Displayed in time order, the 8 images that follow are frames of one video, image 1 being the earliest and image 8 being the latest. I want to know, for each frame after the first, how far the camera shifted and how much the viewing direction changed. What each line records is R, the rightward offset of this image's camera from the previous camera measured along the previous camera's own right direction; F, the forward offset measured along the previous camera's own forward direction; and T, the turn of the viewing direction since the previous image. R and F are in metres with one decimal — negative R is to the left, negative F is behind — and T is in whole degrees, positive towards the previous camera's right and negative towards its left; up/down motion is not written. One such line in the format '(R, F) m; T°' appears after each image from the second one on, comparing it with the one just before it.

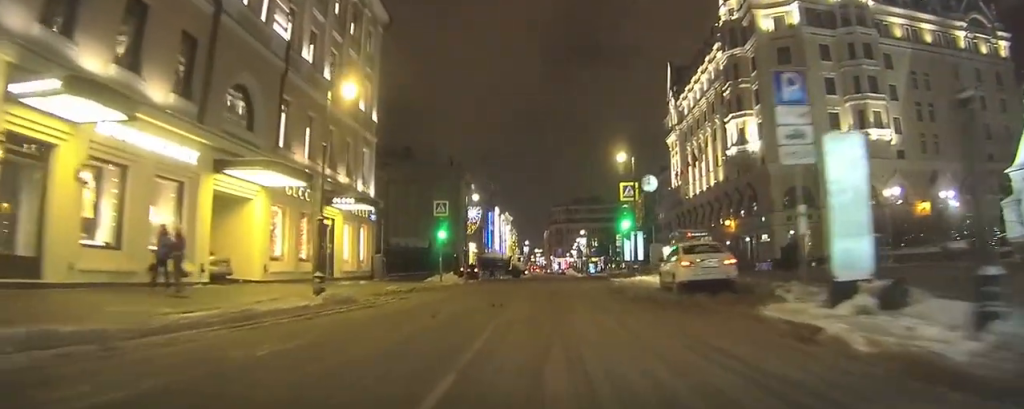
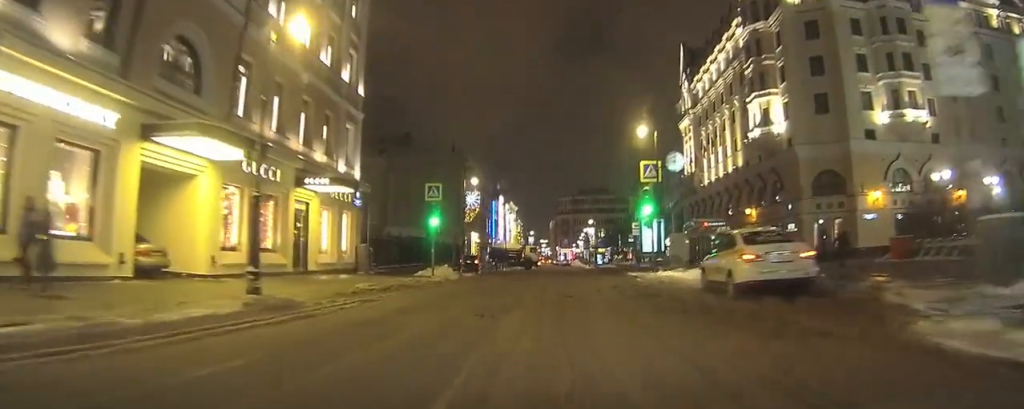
(+0.1, +3.9) m; +1°
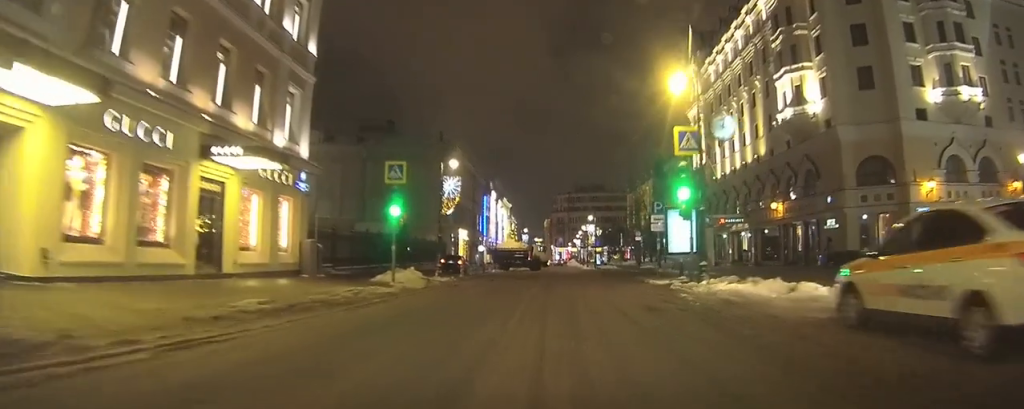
(-0.1, +6.7) m; 0°
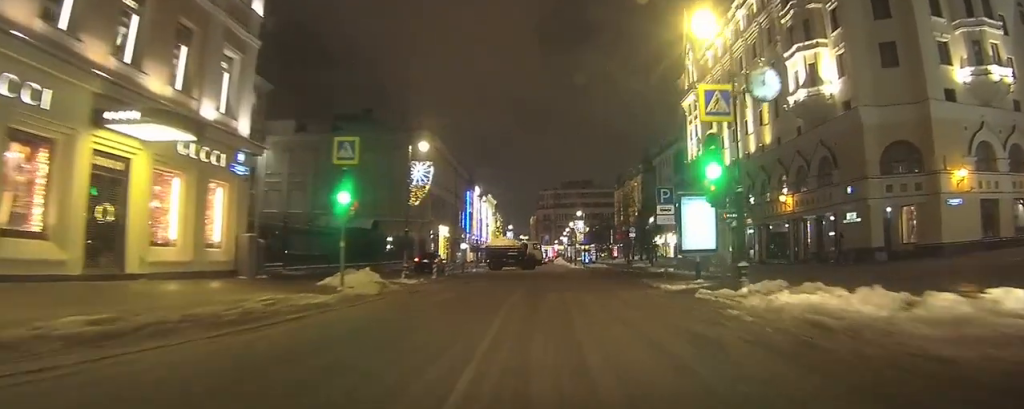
(0.0, +4.4) m; +1°
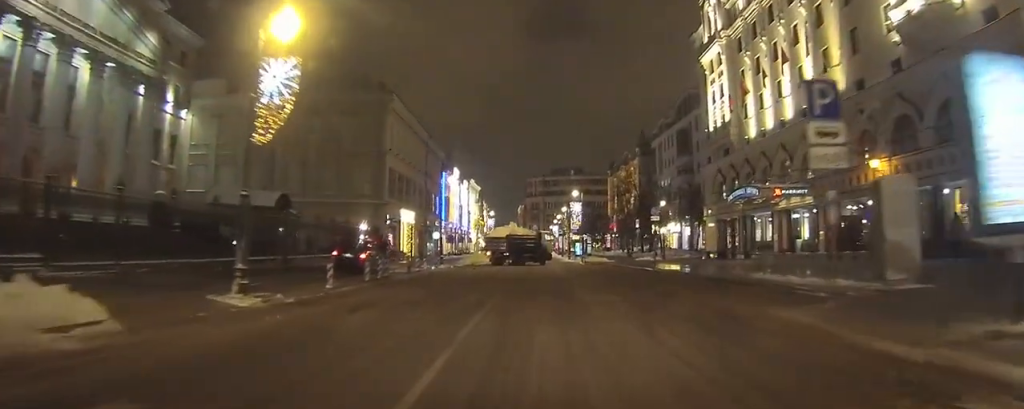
(+0.4, +13.9) m; +2°
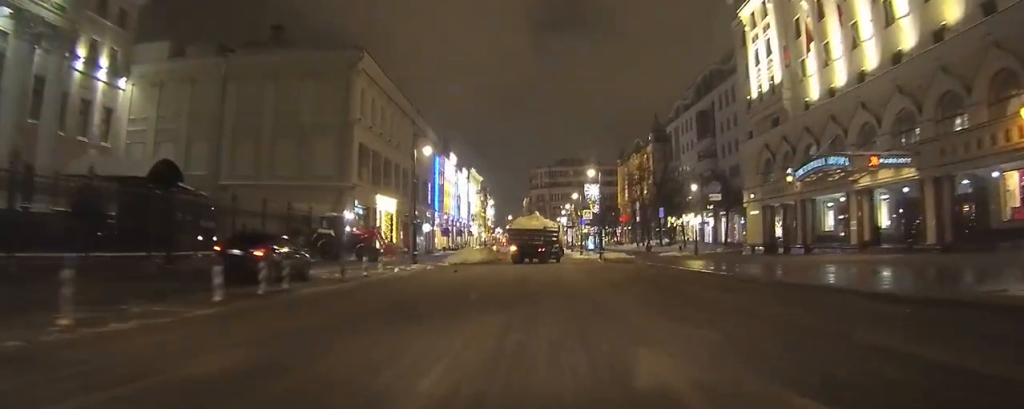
(0.0, +11.2) m; -1°
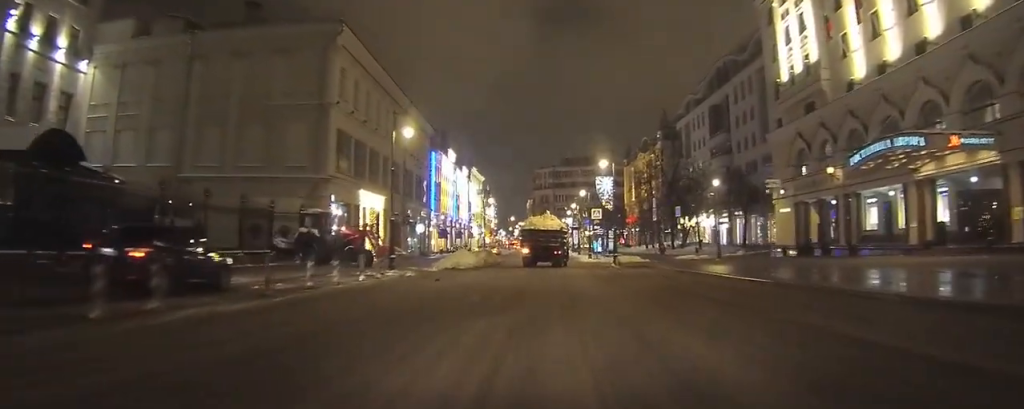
(0.0, +6.2) m; 0°
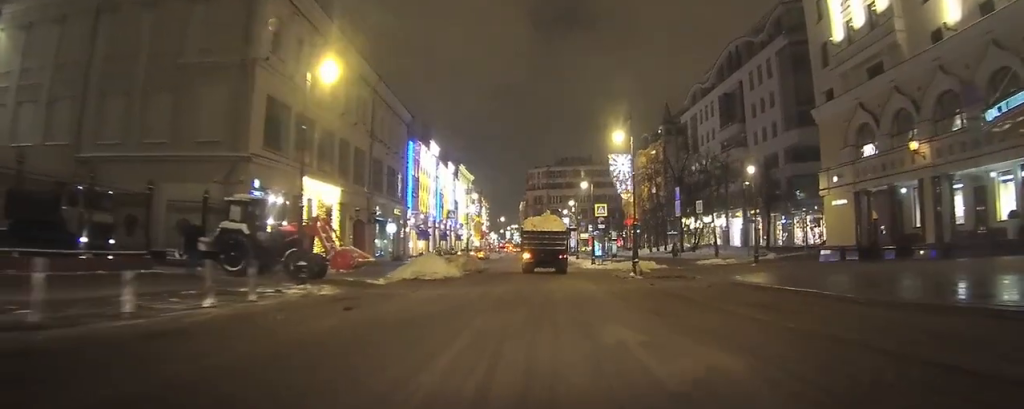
(+0.1, +11.1) m; +2°
